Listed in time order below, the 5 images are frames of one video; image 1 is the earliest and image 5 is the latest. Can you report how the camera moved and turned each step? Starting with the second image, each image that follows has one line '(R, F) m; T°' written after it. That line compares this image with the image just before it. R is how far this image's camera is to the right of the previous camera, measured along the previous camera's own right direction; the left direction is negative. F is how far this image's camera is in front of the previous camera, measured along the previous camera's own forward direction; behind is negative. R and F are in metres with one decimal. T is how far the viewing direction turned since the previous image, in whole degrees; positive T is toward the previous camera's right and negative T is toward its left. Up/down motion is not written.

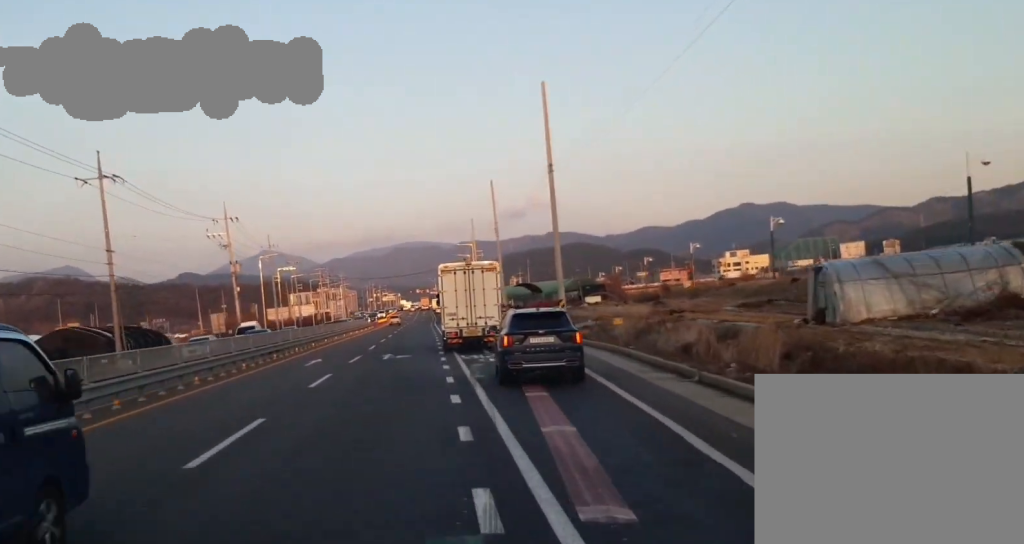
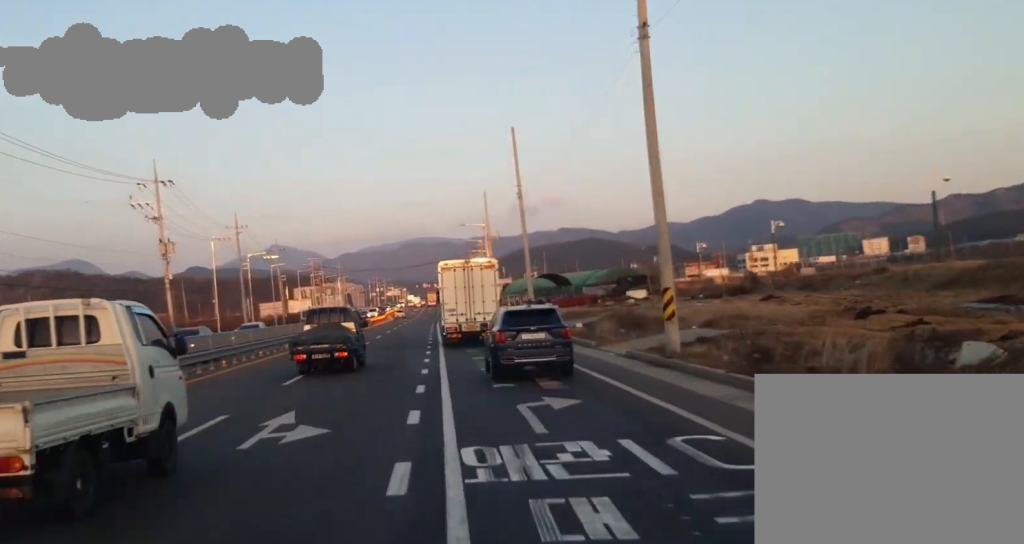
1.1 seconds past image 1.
(+0.2, +25.1) m; 0°
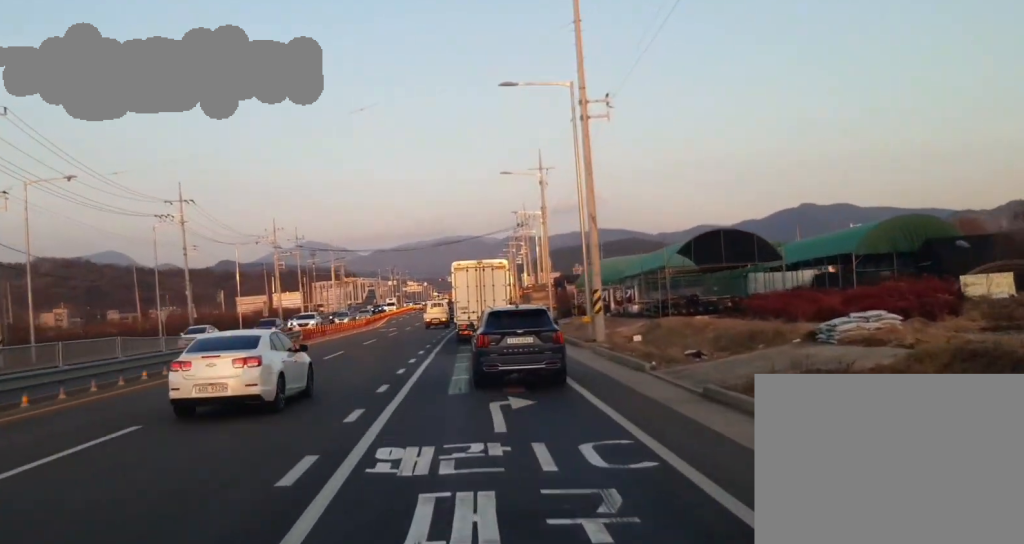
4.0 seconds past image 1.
(-0.8, +61.8) m; -3°
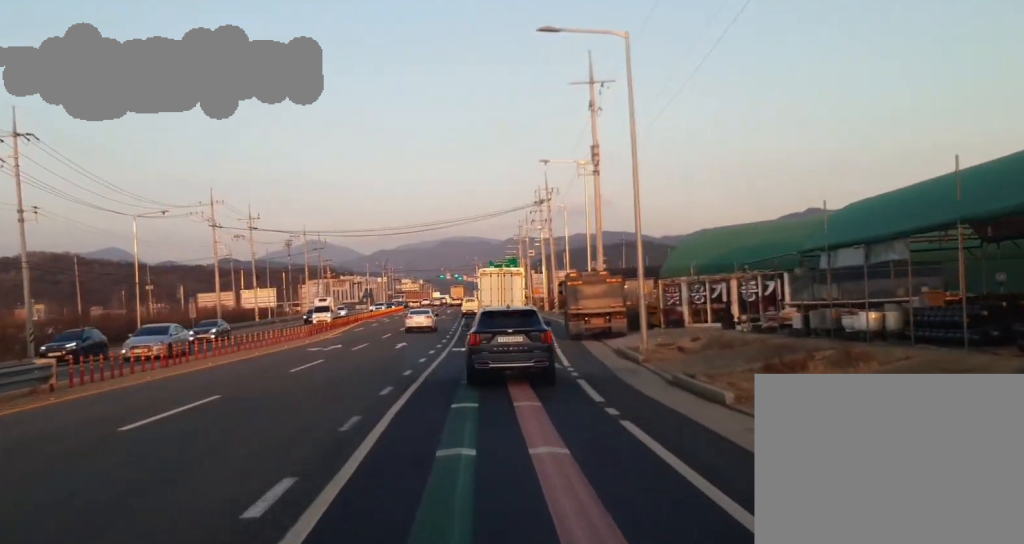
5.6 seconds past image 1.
(-0.8, +32.5) m; -2°
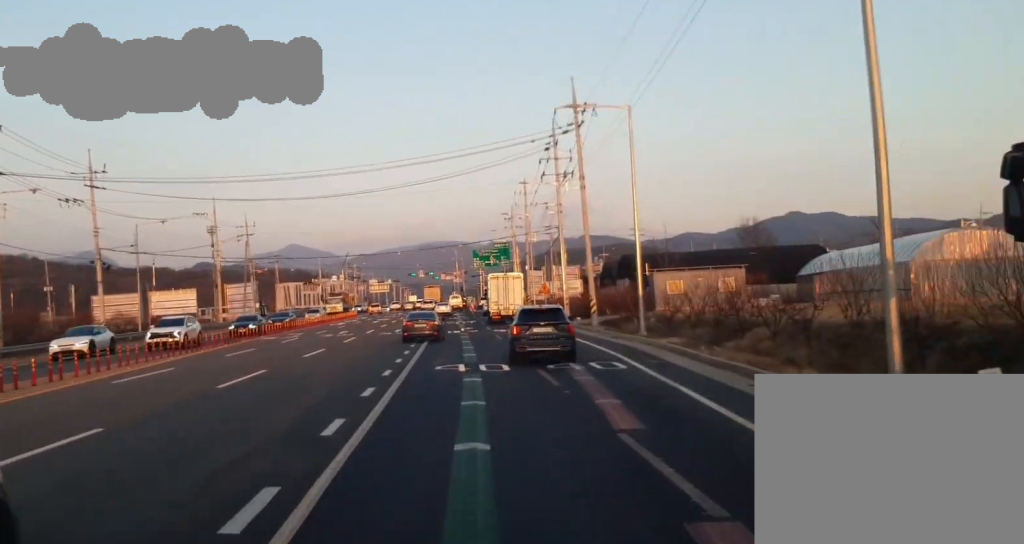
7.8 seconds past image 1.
(-0.4, +43.6) m; +1°
